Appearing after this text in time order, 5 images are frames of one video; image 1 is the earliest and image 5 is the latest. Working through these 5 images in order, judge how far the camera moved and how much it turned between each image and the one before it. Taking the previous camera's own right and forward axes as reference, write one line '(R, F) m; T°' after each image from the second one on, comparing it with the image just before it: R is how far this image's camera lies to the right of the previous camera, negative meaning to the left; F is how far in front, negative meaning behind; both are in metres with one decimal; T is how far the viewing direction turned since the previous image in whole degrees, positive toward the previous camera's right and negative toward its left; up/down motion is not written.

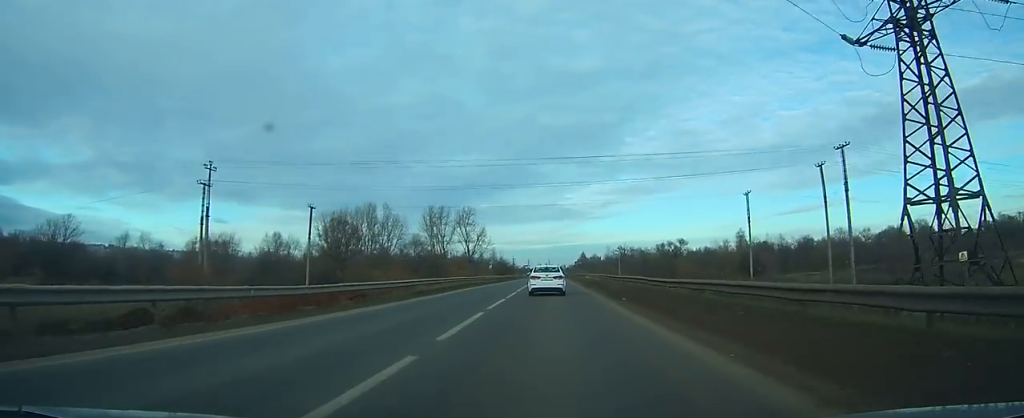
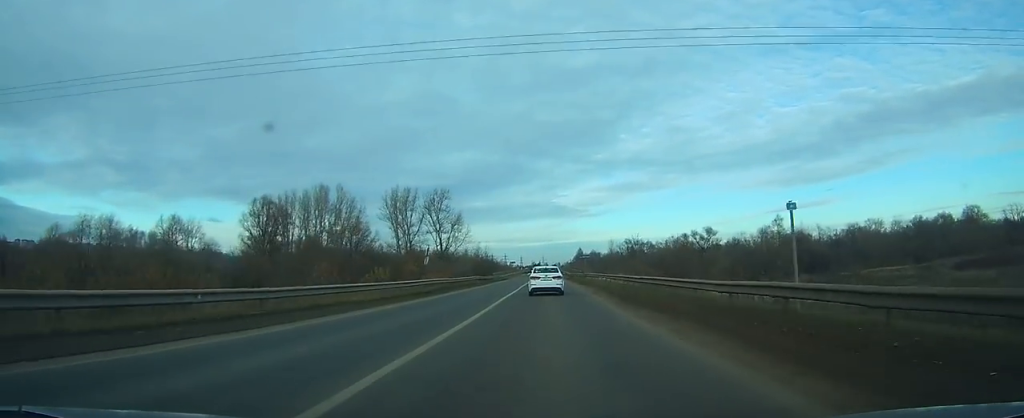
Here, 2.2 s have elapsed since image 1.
(+0.5, +42.9) m; +1°
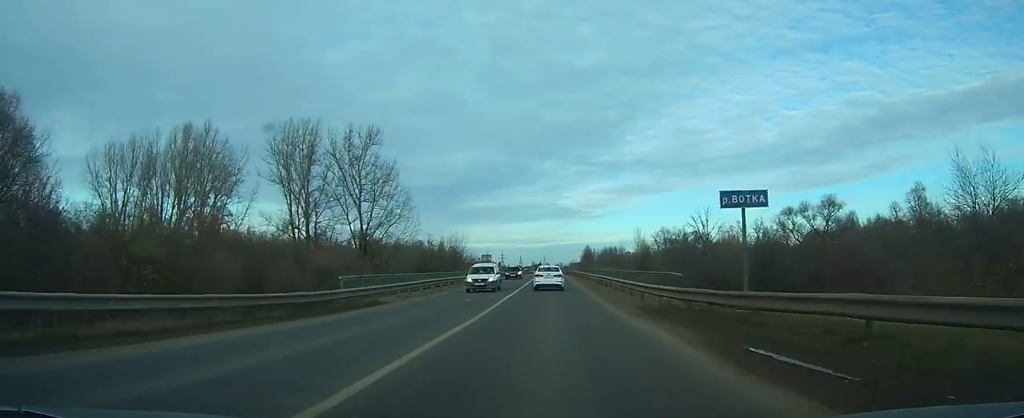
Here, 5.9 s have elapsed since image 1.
(+0.3, +75.0) m; 0°
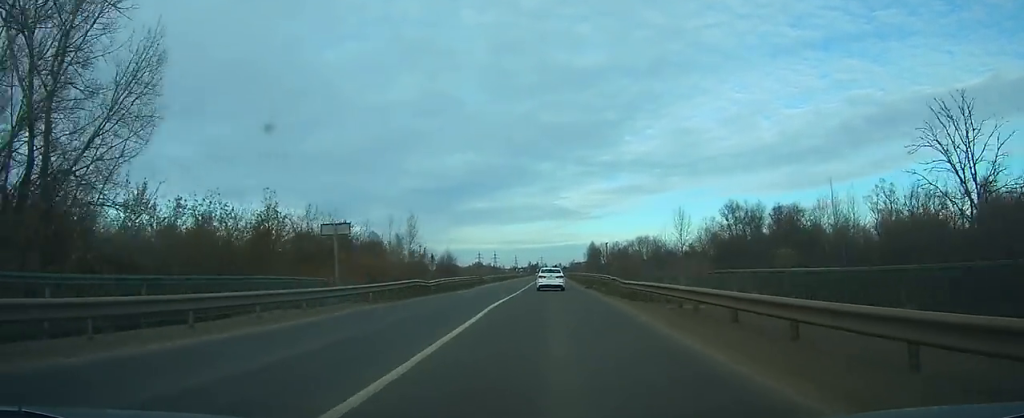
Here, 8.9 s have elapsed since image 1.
(0.0, +65.9) m; 0°
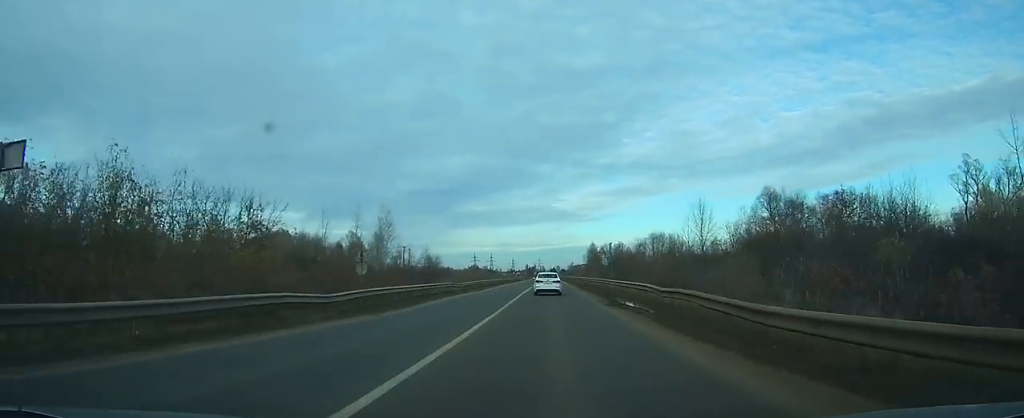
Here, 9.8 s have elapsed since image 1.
(0.0, +17.5) m; 0°
